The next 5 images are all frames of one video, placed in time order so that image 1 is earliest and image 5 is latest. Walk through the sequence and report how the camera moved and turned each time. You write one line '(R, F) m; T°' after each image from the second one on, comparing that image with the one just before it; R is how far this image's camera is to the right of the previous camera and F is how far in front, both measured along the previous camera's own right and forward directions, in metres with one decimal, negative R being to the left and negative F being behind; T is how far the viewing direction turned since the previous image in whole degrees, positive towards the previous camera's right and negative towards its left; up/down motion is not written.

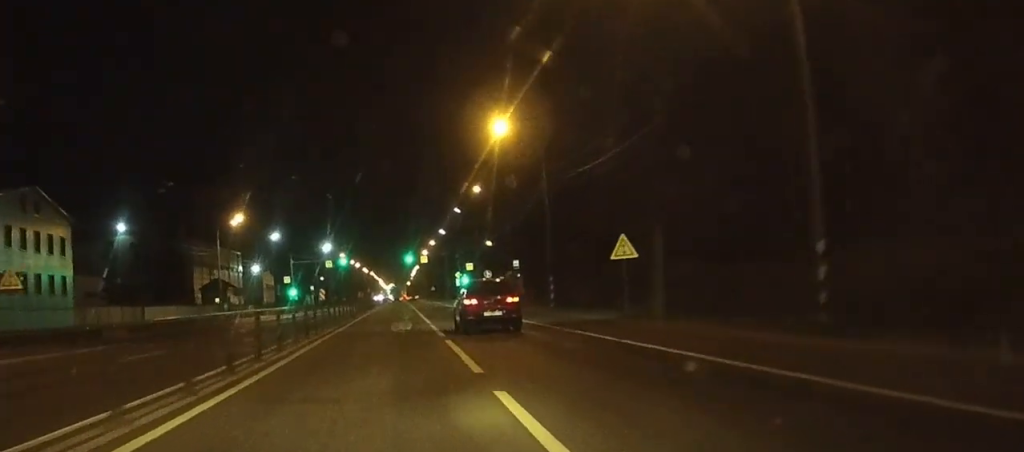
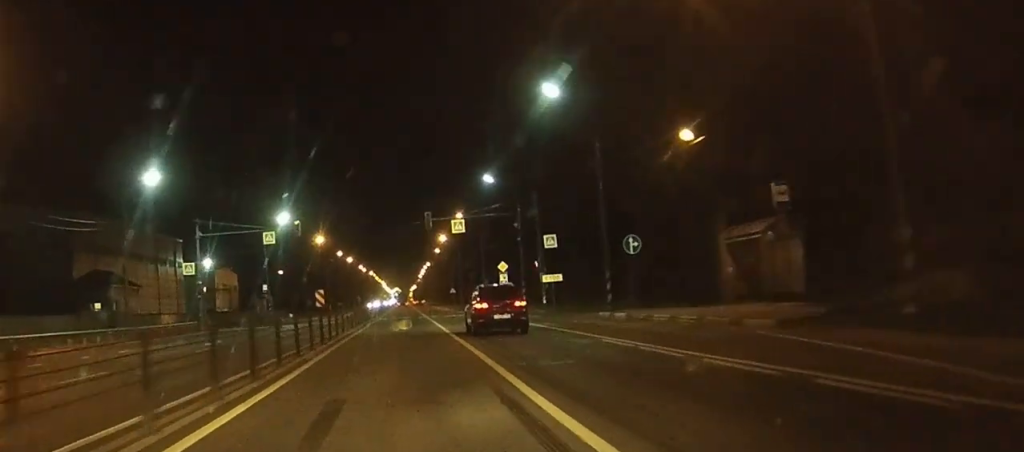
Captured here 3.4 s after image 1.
(-0.7, +70.2) m; -1°
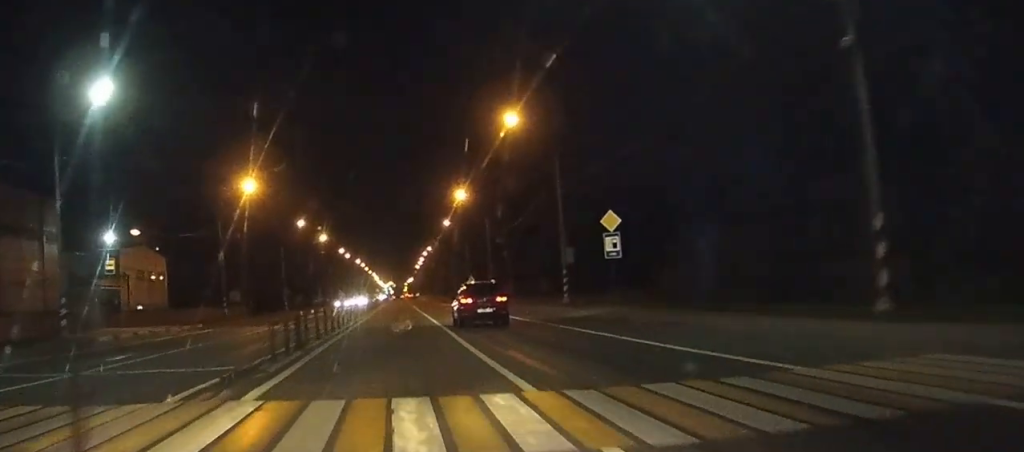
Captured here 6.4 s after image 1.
(-0.4, +55.6) m; -1°
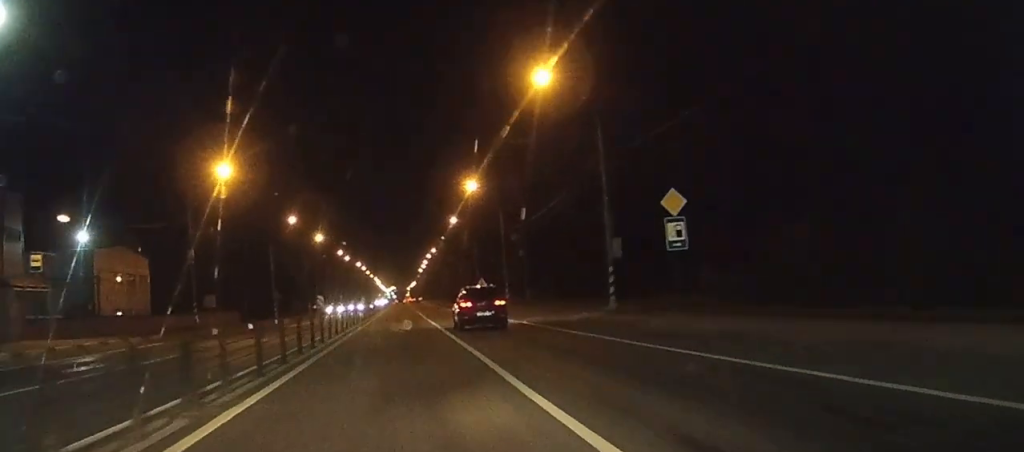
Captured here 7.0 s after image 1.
(+0.1, +11.1) m; 0°
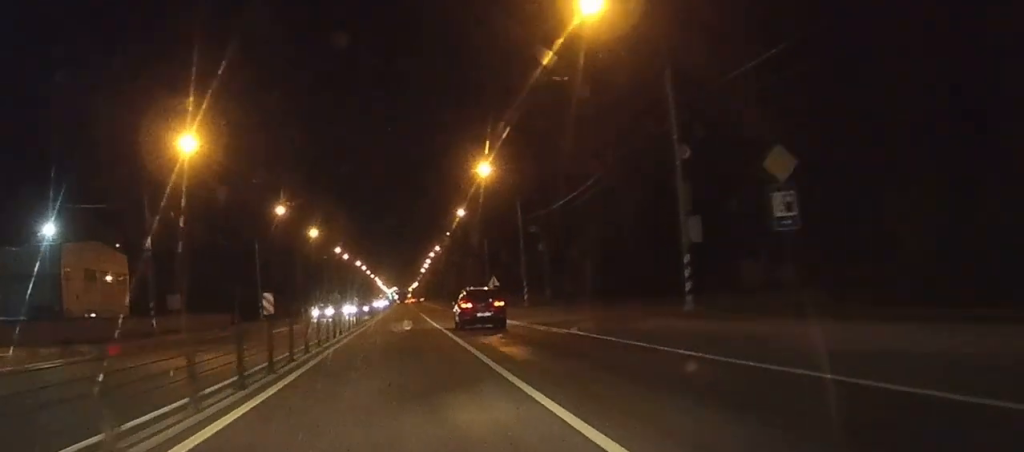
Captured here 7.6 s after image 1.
(0.0, +11.1) m; 0°
